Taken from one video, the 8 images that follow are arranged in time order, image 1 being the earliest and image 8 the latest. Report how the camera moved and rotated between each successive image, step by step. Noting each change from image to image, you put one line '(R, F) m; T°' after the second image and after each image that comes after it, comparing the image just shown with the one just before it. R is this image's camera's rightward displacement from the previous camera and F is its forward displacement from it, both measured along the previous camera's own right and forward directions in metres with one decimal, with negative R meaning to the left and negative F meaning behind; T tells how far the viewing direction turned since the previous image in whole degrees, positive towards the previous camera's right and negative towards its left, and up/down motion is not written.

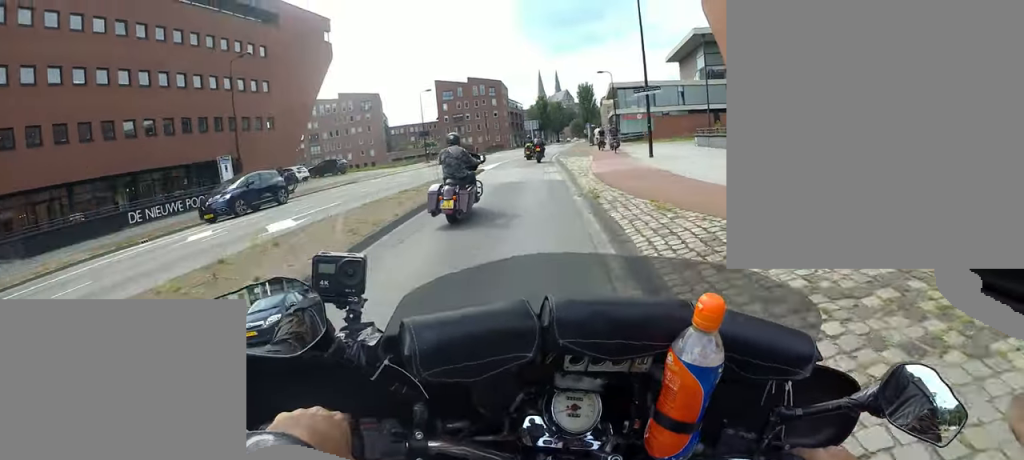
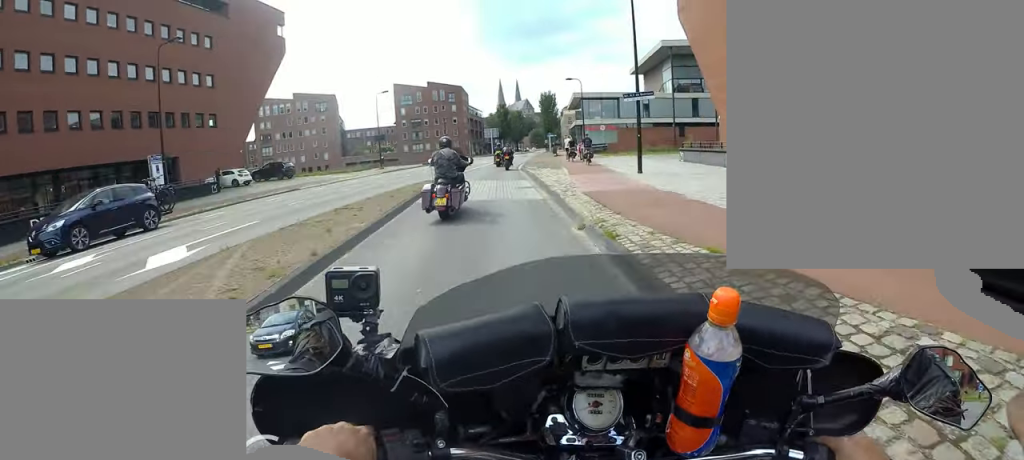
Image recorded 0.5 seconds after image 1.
(+0.2, +3.3) m; +4°
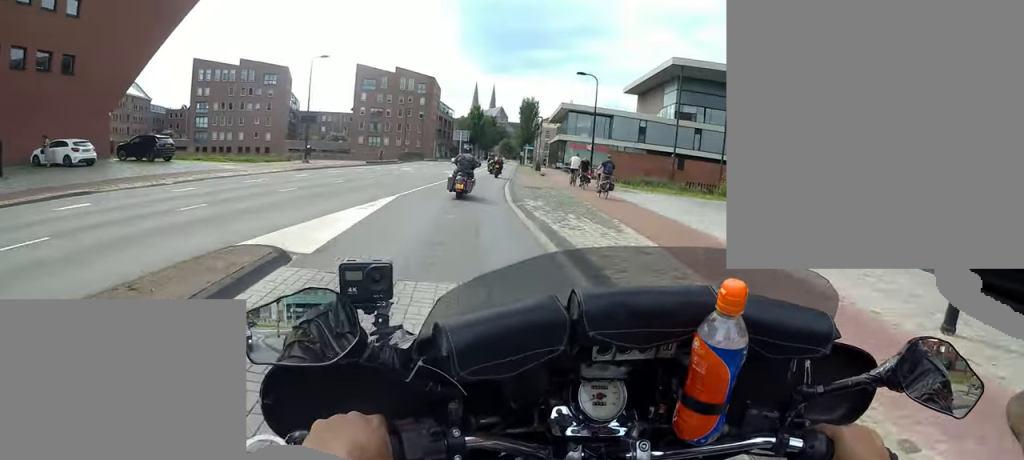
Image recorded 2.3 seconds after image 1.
(+0.1, +13.9) m; +7°
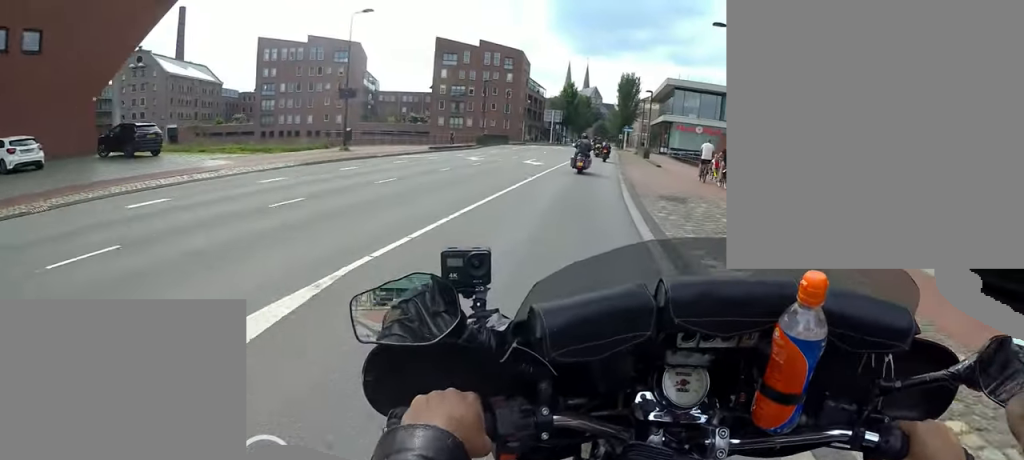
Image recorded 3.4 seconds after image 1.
(+1.0, +9.4) m; +7°
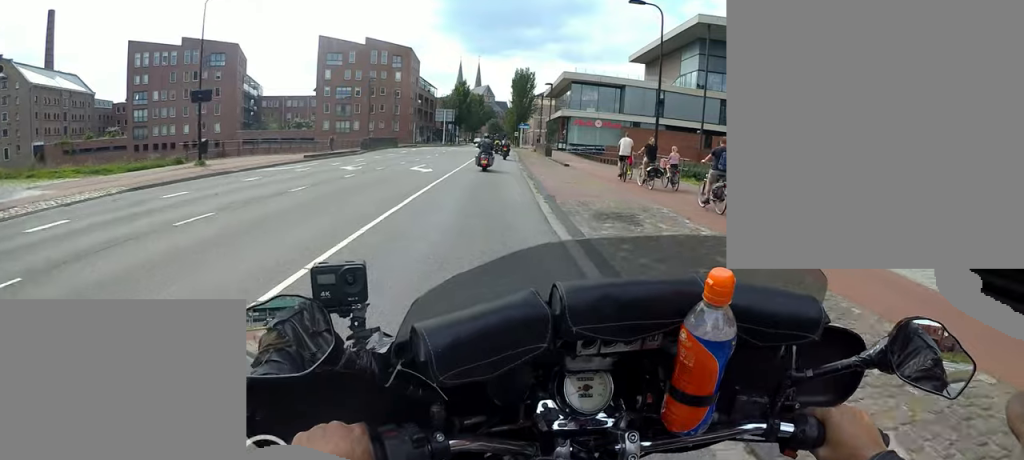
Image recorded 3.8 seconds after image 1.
(+0.1, +3.9) m; -1°
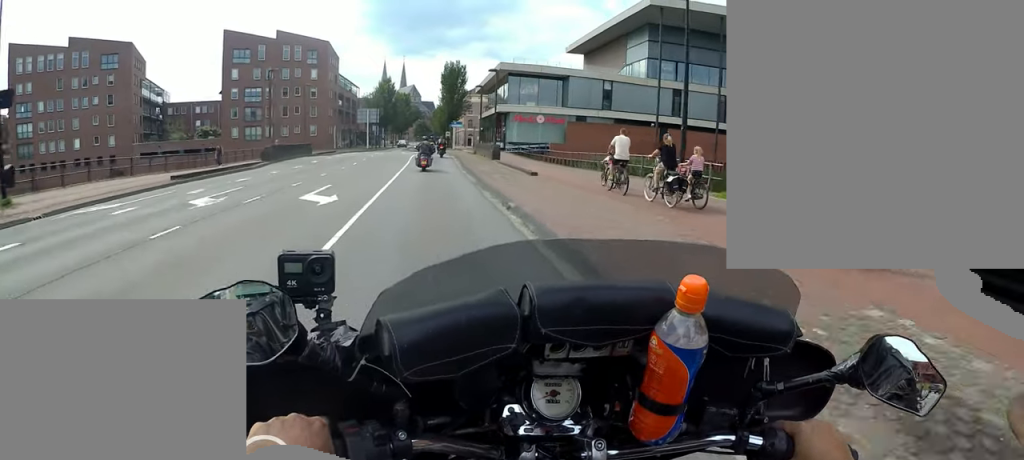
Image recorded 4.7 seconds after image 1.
(-0.2, +7.6) m; -2°
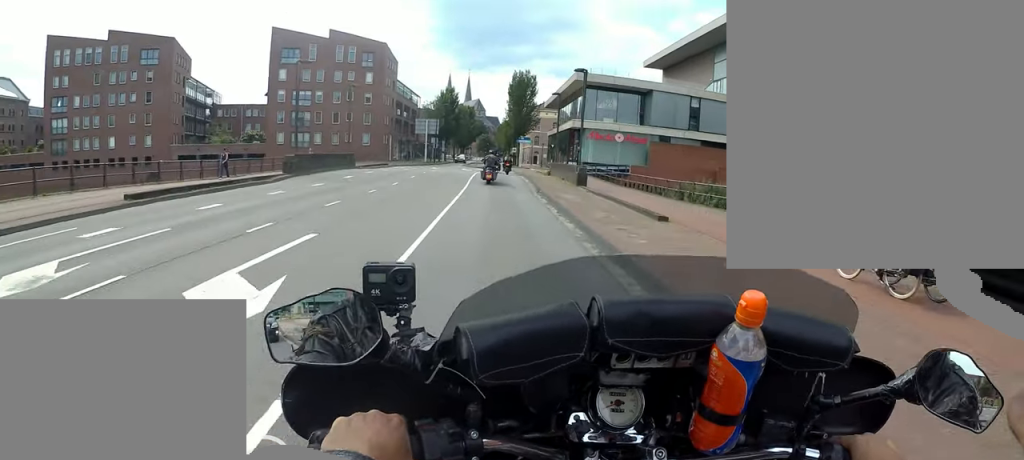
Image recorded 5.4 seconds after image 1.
(-0.2, +7.1) m; -2°
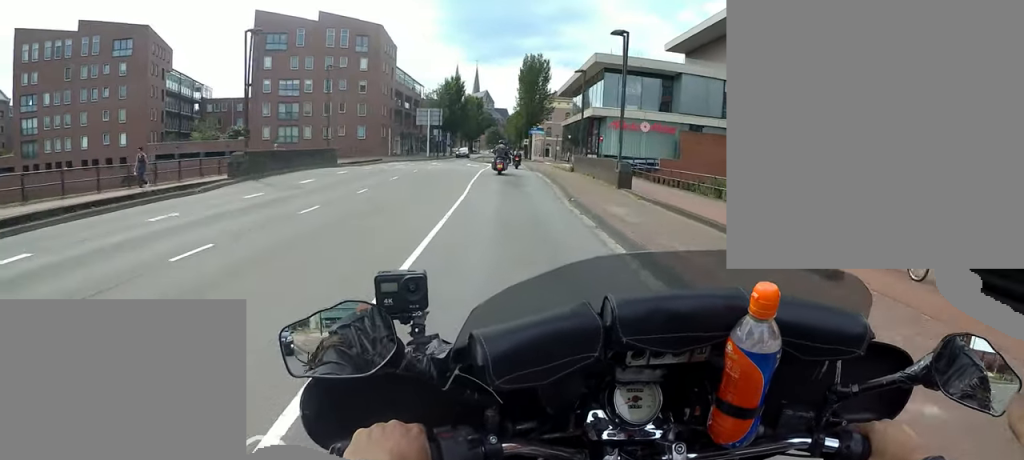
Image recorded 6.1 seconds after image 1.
(0.0, +6.2) m; -1°
